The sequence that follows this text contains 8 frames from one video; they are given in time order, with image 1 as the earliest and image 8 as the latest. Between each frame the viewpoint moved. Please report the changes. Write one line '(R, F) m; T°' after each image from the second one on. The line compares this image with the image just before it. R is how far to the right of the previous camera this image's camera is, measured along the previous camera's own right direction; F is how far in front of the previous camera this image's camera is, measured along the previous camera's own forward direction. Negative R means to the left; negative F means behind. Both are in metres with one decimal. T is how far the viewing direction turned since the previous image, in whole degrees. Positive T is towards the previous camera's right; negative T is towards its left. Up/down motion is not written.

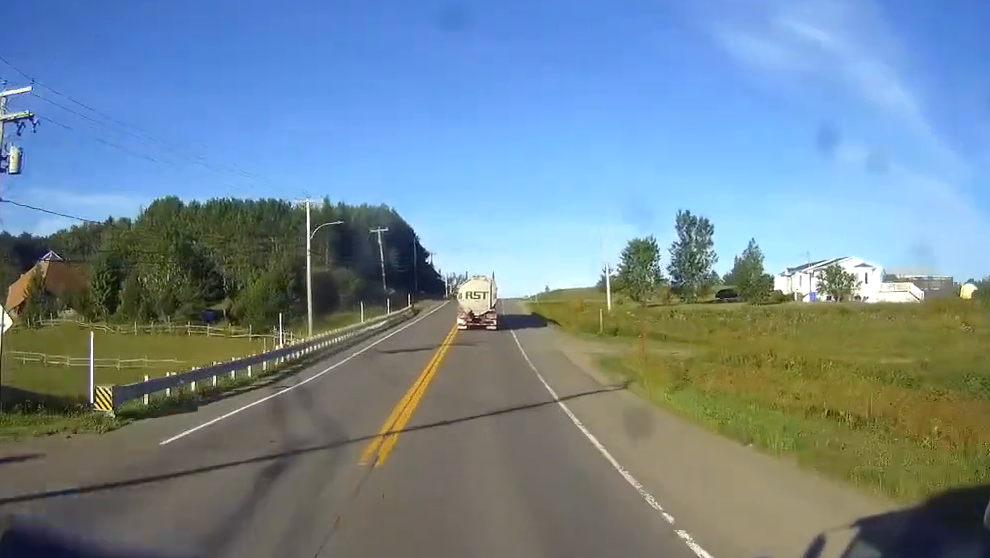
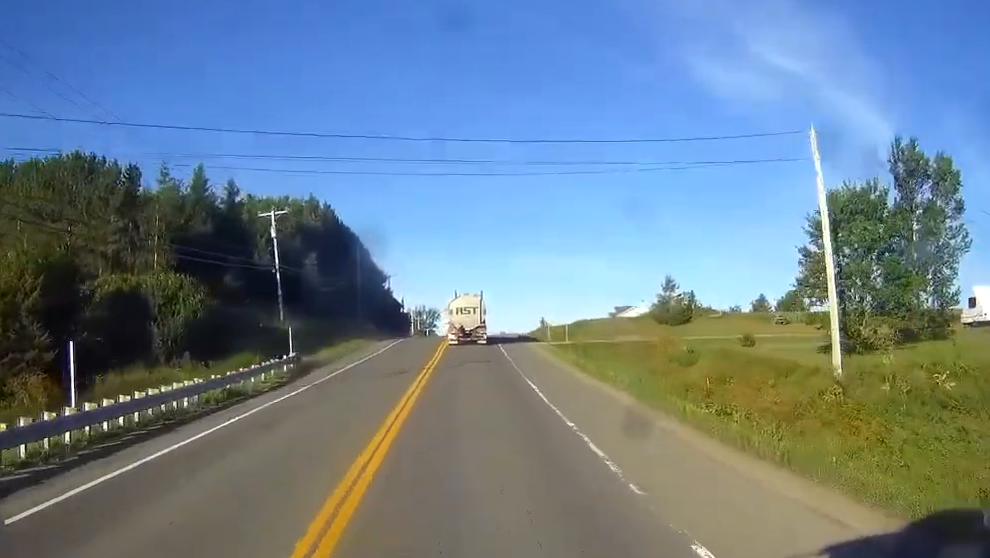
(+1.3, +54.4) m; +2°
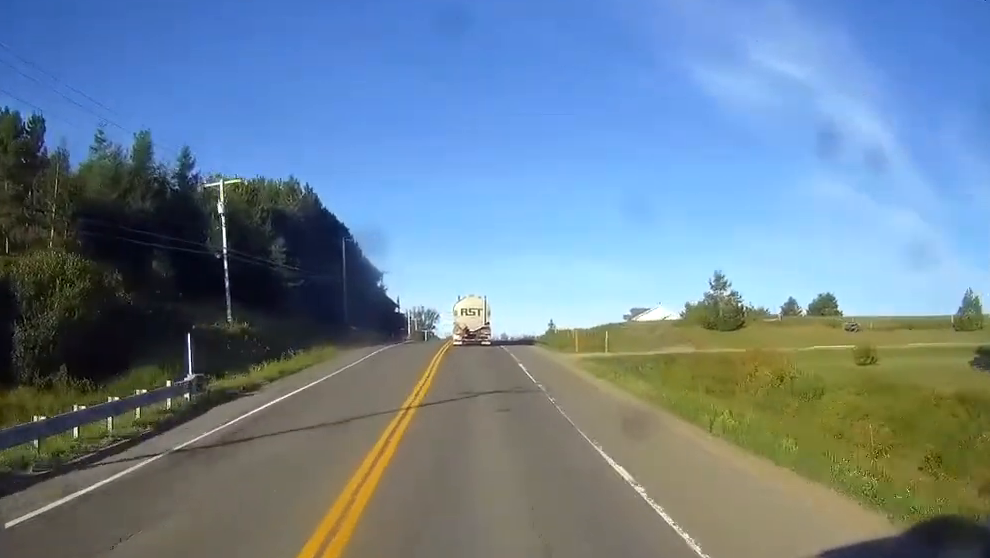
(0.0, +15.4) m; 0°
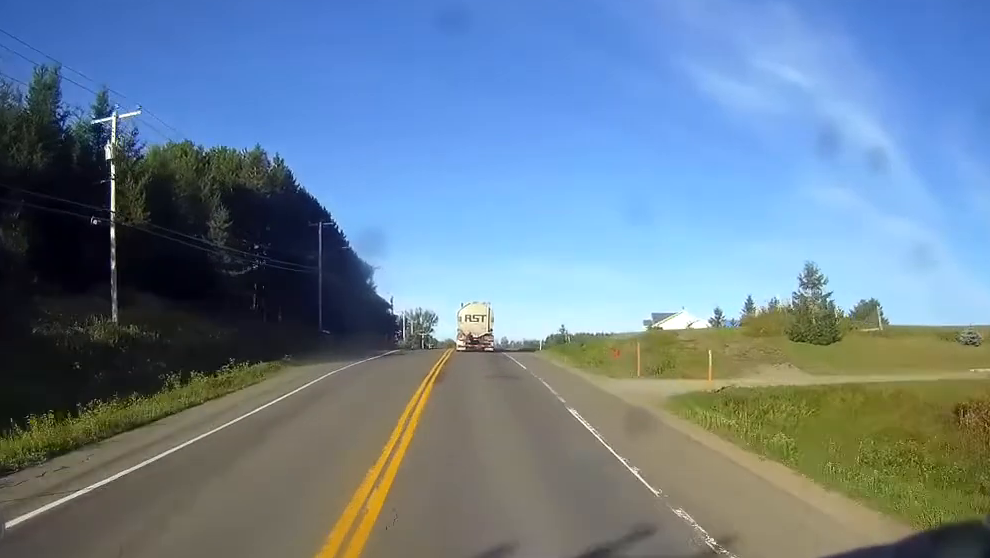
(0.0, +17.5) m; 0°
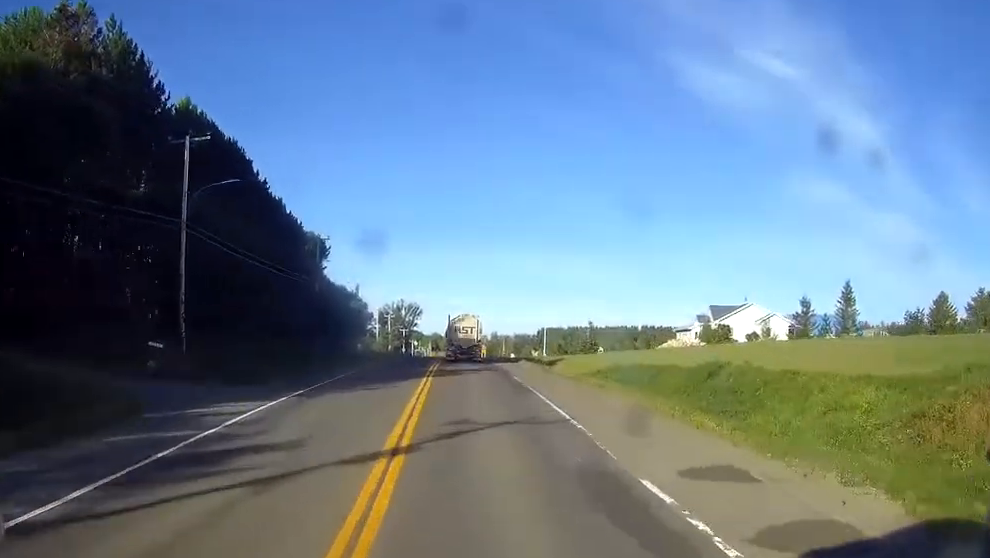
(+0.3, +38.4) m; +1°
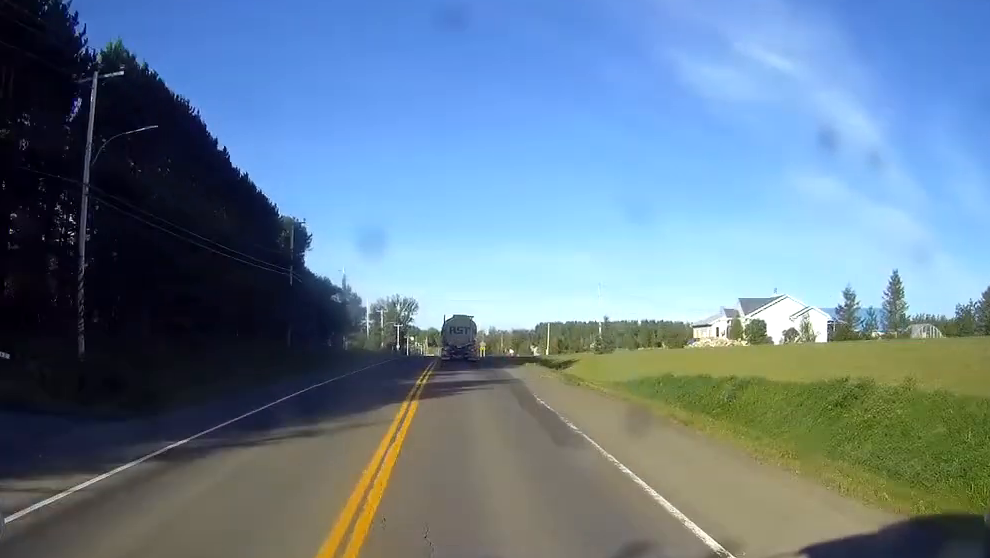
(0.0, +12.0) m; 0°
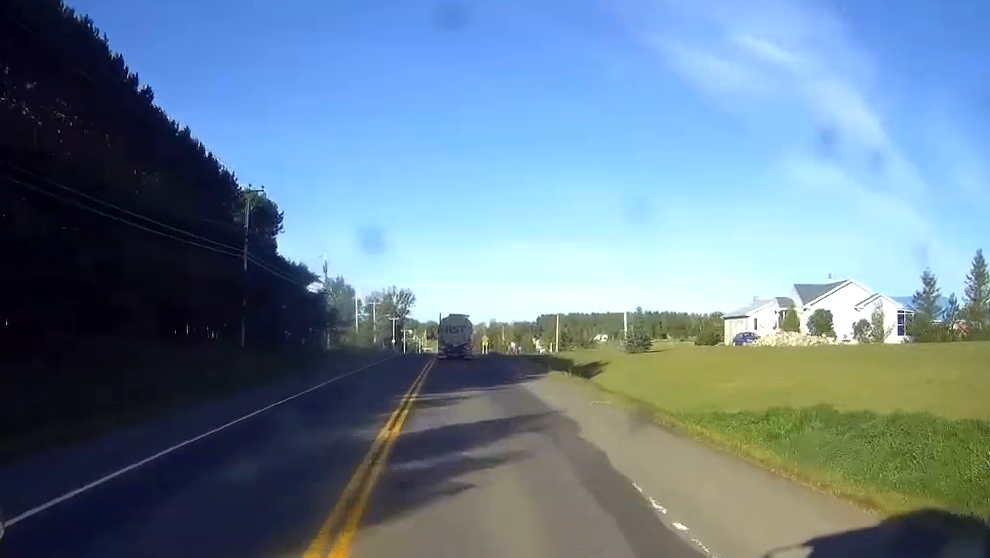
(-0.1, +15.7) m; 0°
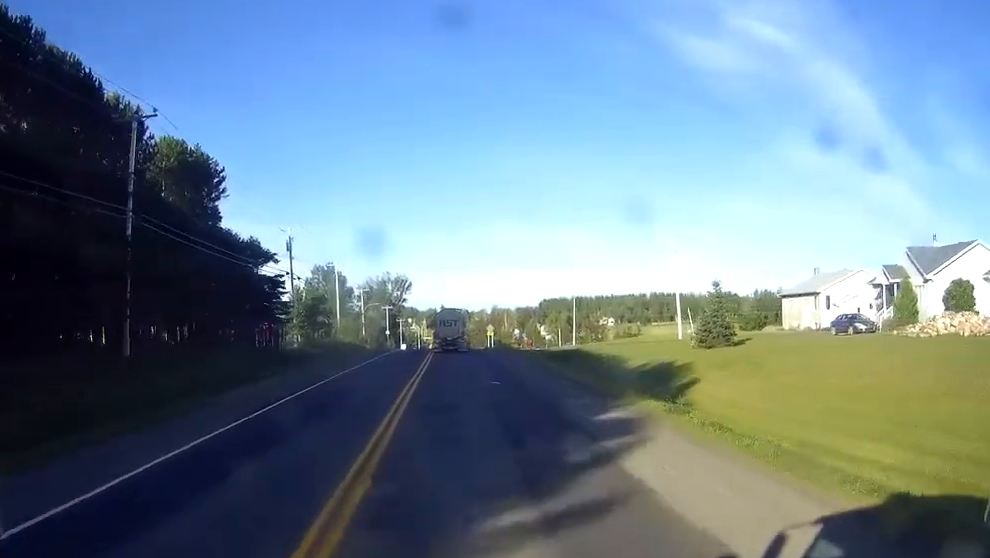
(+0.1, +21.0) m; 0°
